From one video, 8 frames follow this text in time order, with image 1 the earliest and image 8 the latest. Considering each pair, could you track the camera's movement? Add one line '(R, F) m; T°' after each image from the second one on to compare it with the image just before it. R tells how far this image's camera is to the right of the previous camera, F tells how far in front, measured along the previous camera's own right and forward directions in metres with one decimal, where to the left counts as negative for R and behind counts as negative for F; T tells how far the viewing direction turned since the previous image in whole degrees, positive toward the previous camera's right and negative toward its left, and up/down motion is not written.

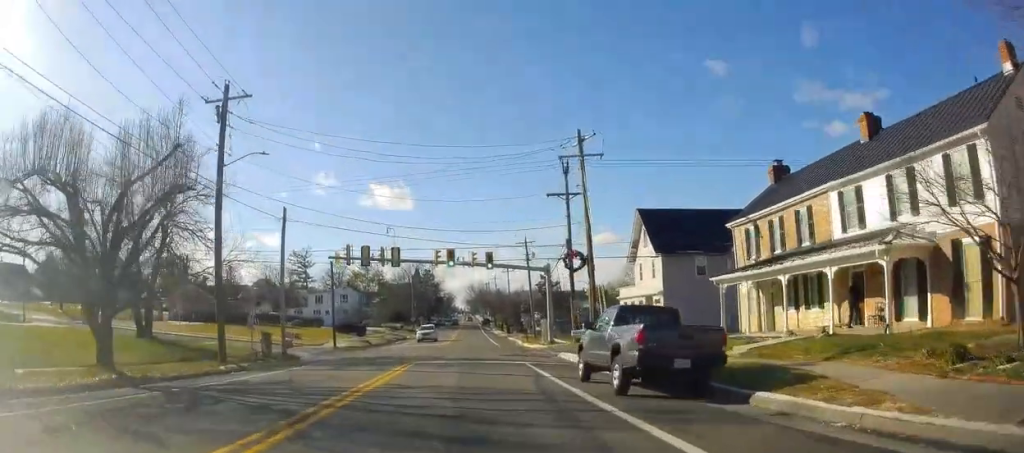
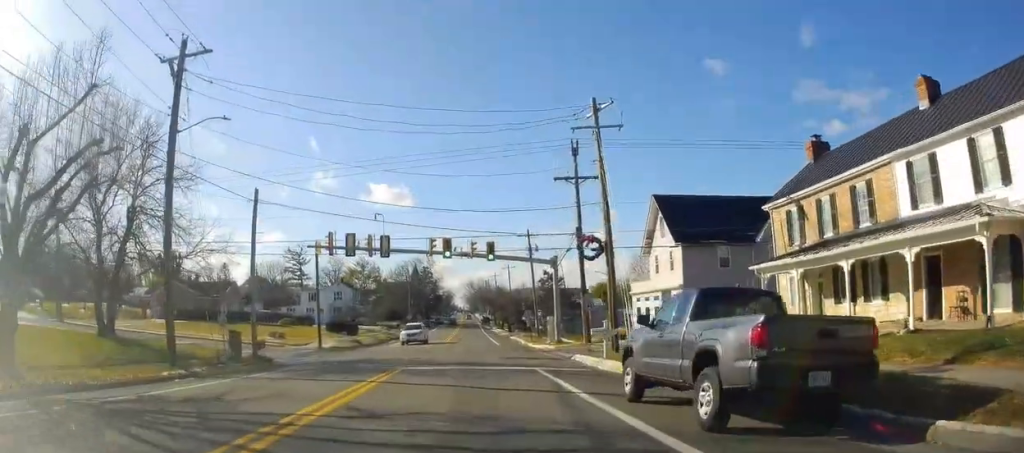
(+0.1, +4.6) m; +1°
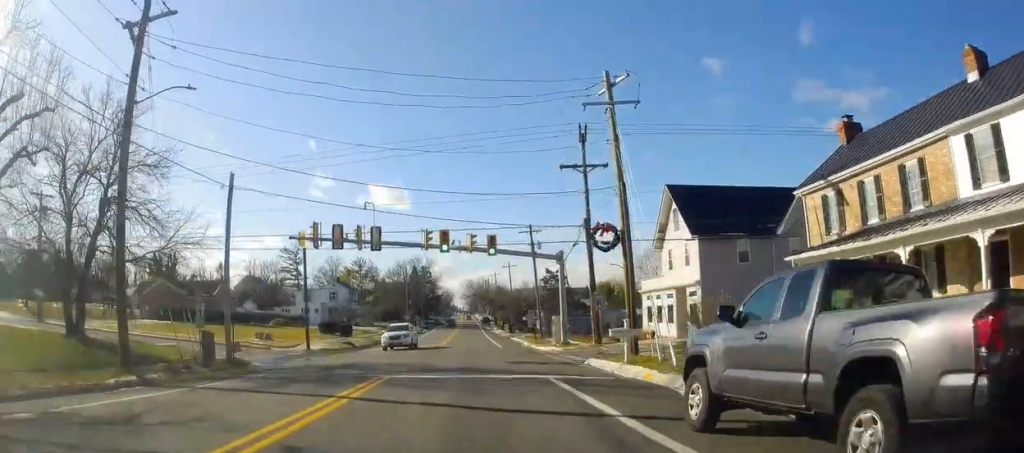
(0.0, +3.1) m; -1°
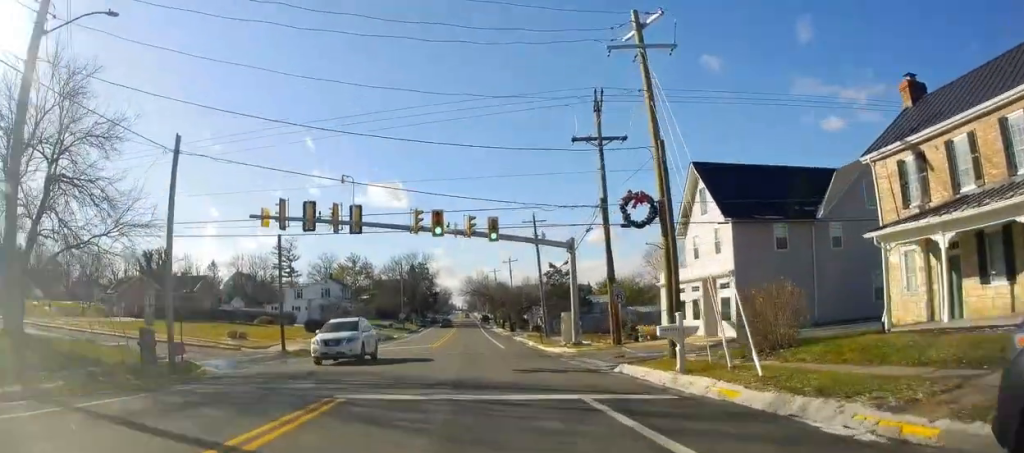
(-0.1, +5.5) m; -2°
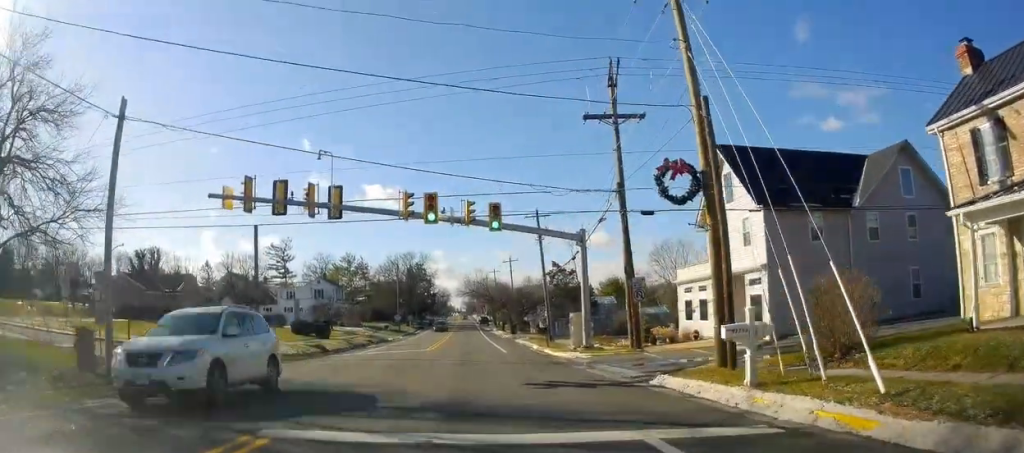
(-0.2, +4.1) m; -1°
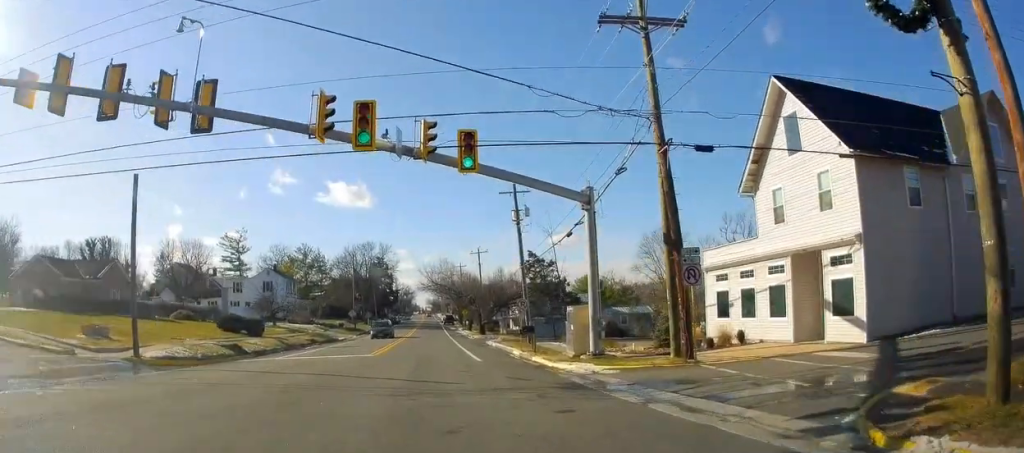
(+1.3, +9.1) m; +14°
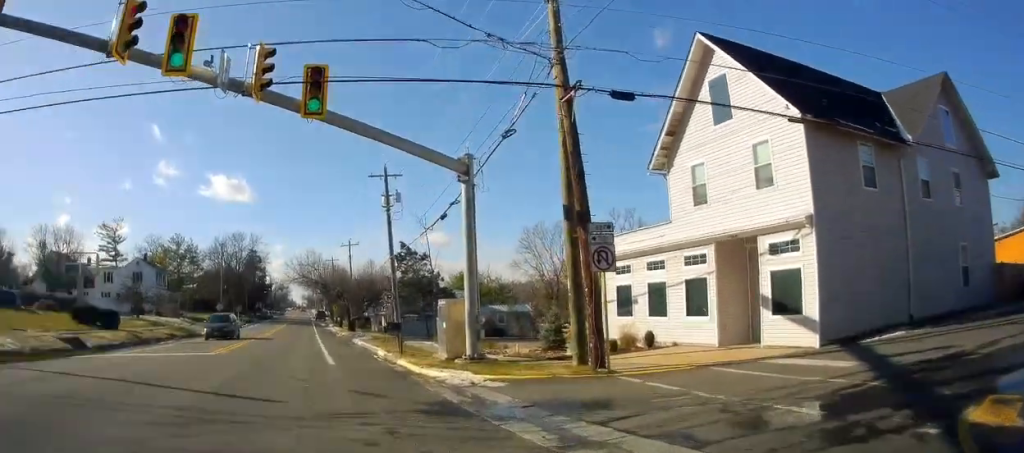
(-0.1, +3.7) m; +1°
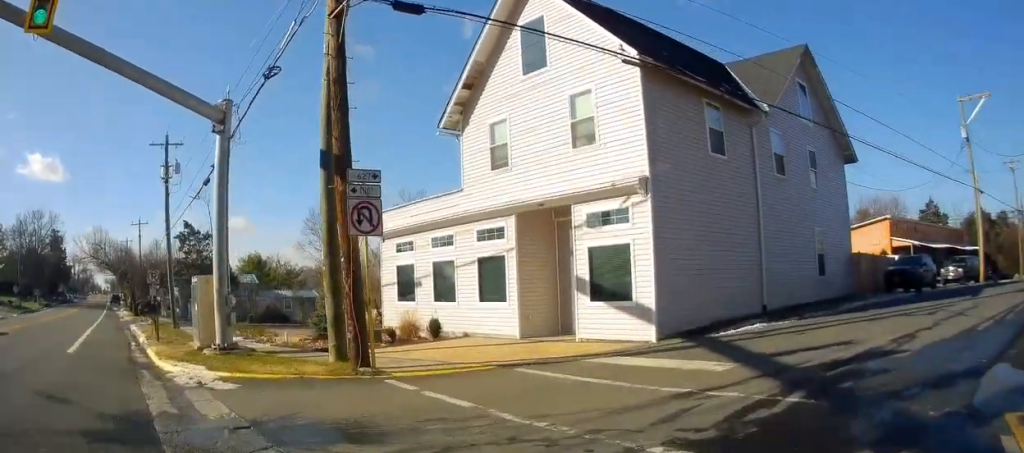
(+0.2, +3.1) m; +22°
